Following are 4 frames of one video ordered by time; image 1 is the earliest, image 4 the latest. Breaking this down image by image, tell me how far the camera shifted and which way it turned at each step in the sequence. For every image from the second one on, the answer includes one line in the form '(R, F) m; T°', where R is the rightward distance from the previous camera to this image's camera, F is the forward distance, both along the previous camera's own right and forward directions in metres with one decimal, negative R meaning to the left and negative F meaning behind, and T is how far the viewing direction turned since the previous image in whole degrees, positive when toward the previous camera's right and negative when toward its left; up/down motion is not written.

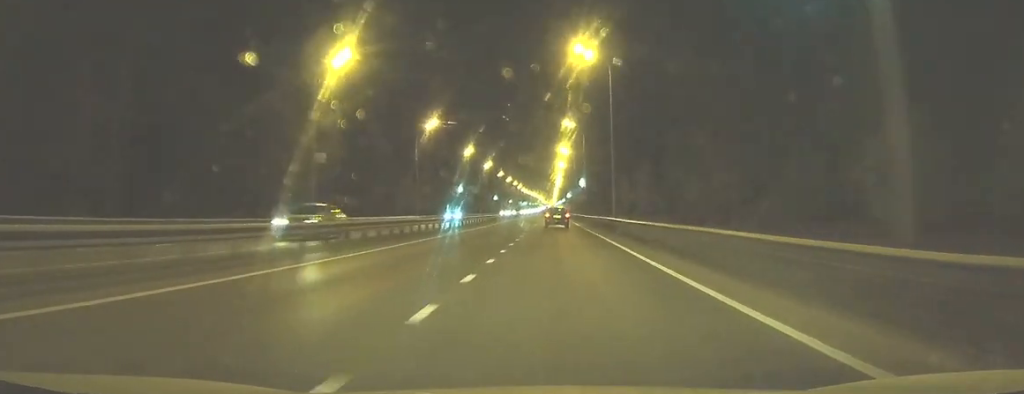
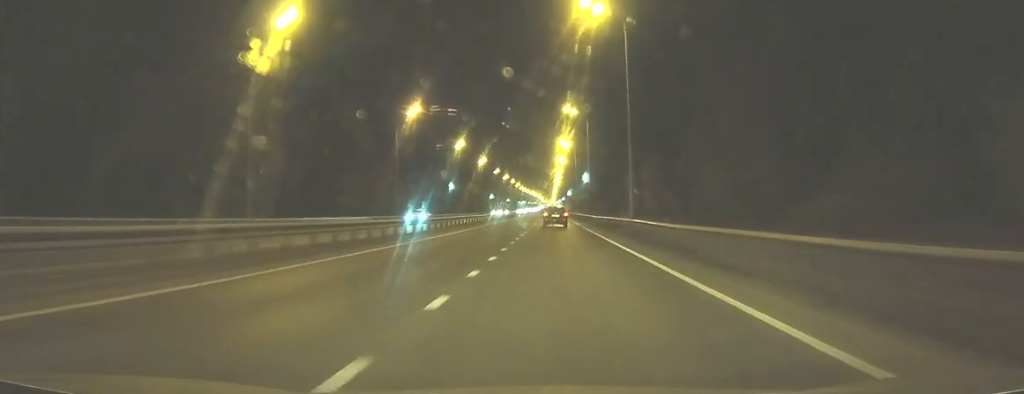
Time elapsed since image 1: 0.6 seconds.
(0.0, +11.2) m; 0°
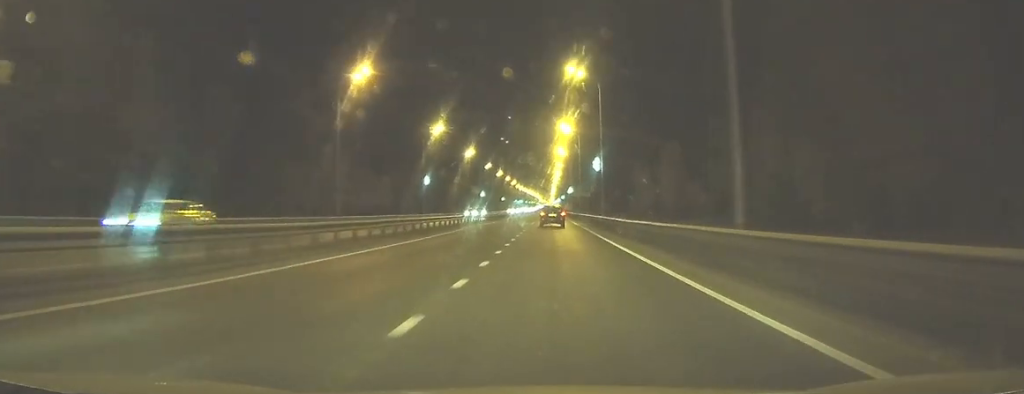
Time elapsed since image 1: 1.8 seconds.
(+0.1, +21.8) m; +1°
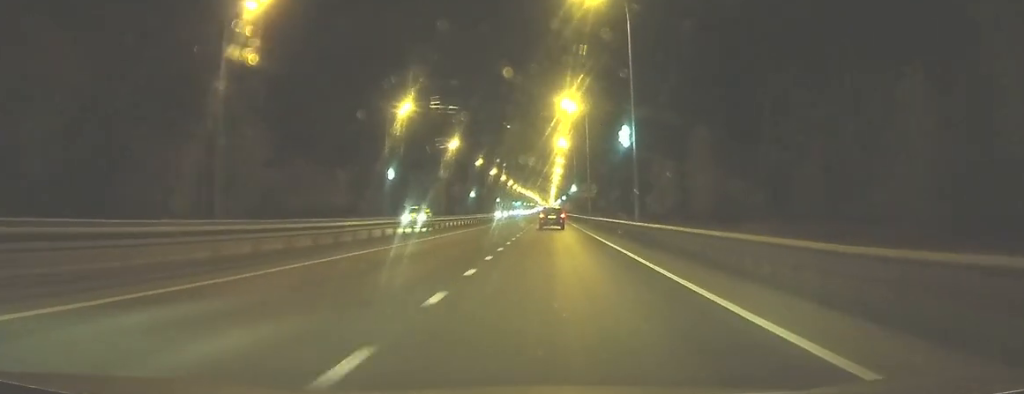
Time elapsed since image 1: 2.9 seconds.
(+0.1, +21.8) m; 0°
